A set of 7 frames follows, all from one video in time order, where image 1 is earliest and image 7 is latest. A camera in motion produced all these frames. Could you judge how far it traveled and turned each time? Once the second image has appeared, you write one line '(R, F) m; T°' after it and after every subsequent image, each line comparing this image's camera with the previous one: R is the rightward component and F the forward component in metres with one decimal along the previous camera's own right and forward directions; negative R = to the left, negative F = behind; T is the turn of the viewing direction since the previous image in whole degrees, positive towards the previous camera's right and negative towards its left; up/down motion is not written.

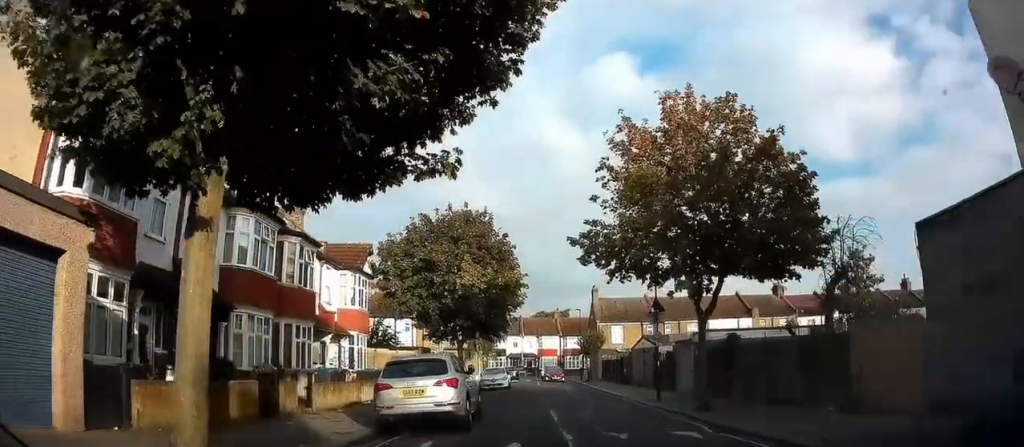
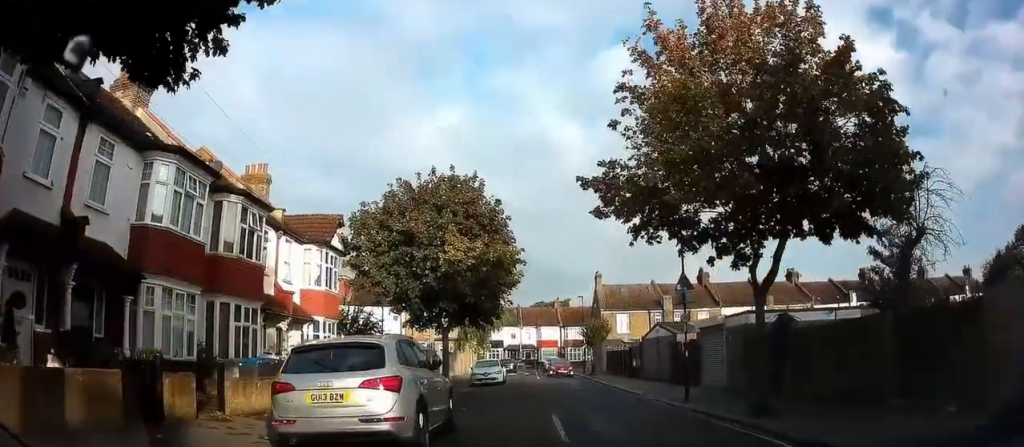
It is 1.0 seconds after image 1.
(+0.1, +4.8) m; +1°
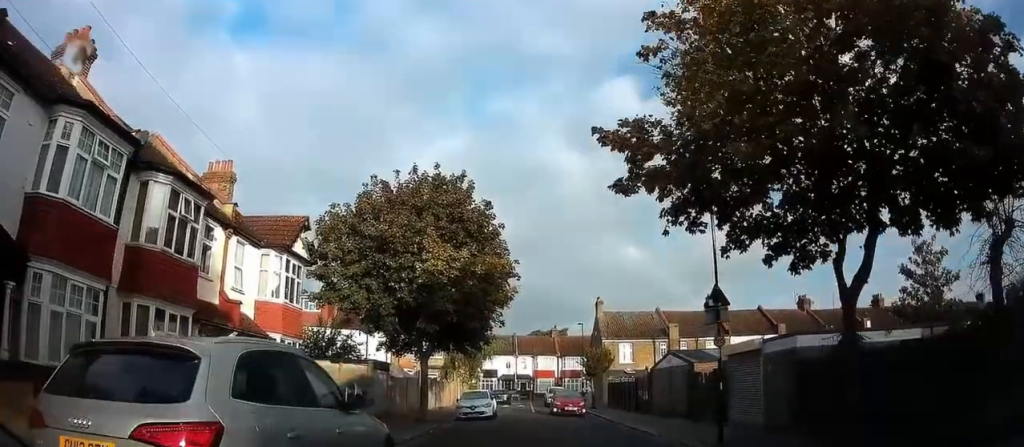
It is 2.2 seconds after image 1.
(0.0, +4.8) m; +2°
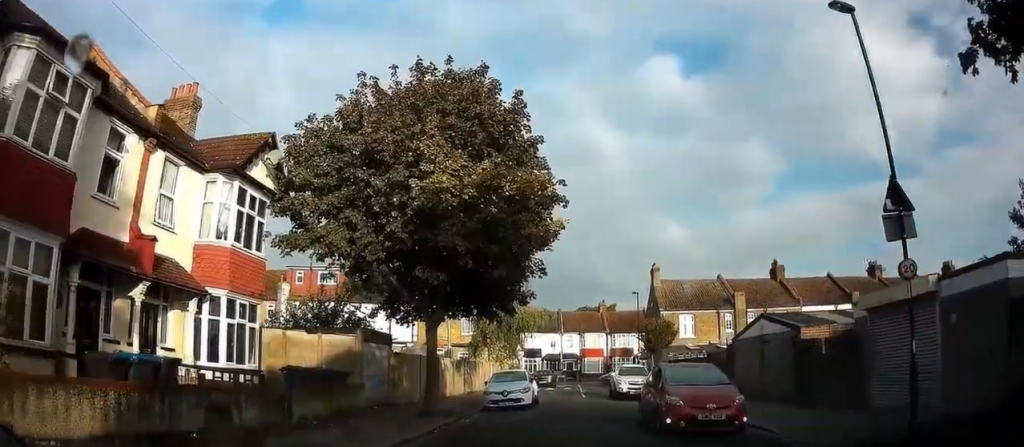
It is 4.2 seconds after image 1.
(-0.5, +6.9) m; -8°
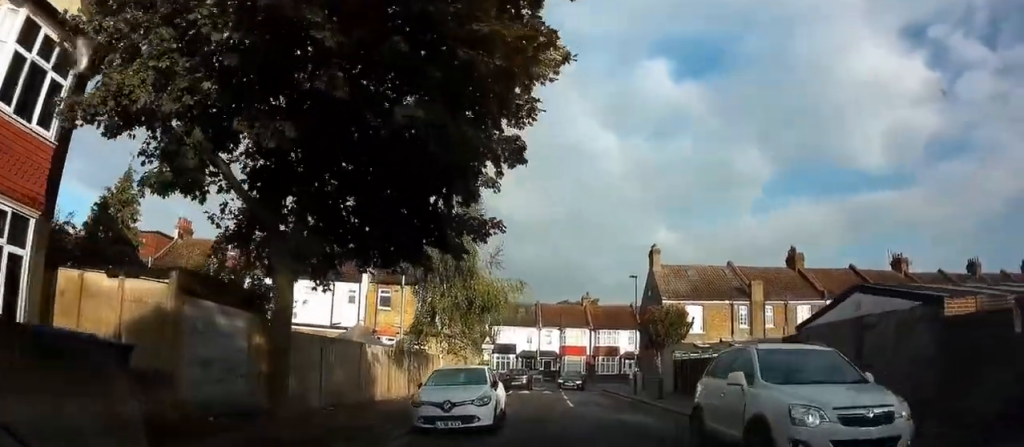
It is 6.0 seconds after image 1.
(+0.1, +8.2) m; +1°
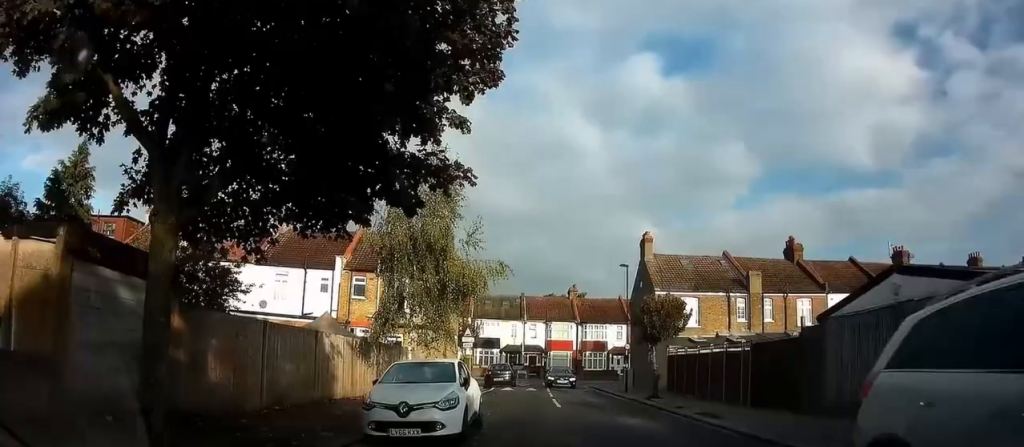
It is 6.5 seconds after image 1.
(-0.1, +2.4) m; 0°
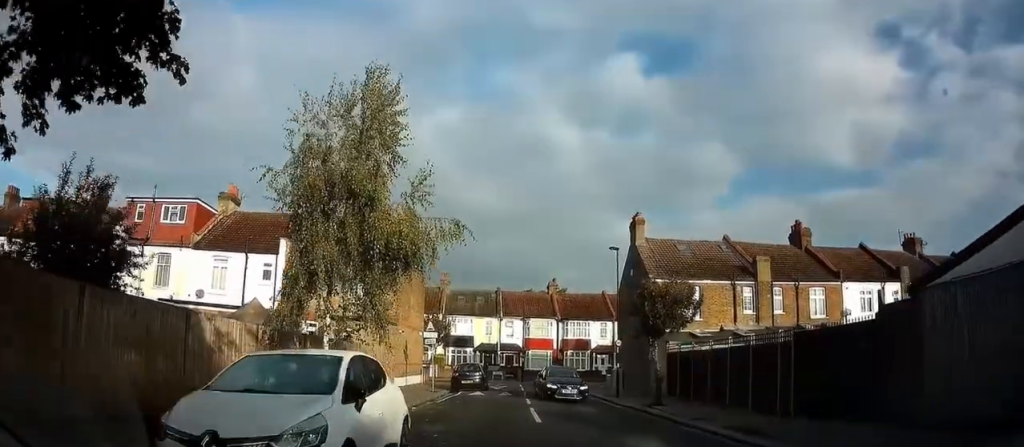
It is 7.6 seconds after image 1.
(+0.1, +5.1) m; +4°
